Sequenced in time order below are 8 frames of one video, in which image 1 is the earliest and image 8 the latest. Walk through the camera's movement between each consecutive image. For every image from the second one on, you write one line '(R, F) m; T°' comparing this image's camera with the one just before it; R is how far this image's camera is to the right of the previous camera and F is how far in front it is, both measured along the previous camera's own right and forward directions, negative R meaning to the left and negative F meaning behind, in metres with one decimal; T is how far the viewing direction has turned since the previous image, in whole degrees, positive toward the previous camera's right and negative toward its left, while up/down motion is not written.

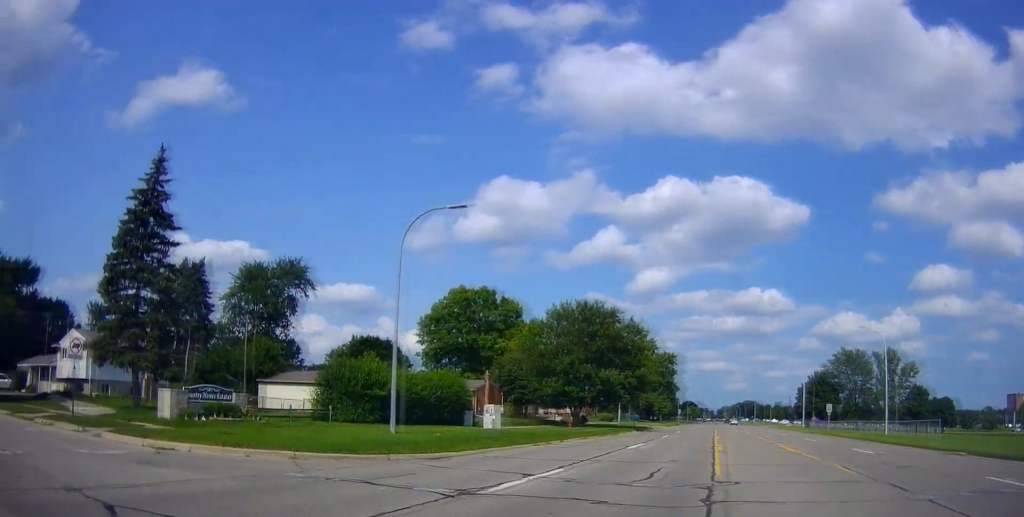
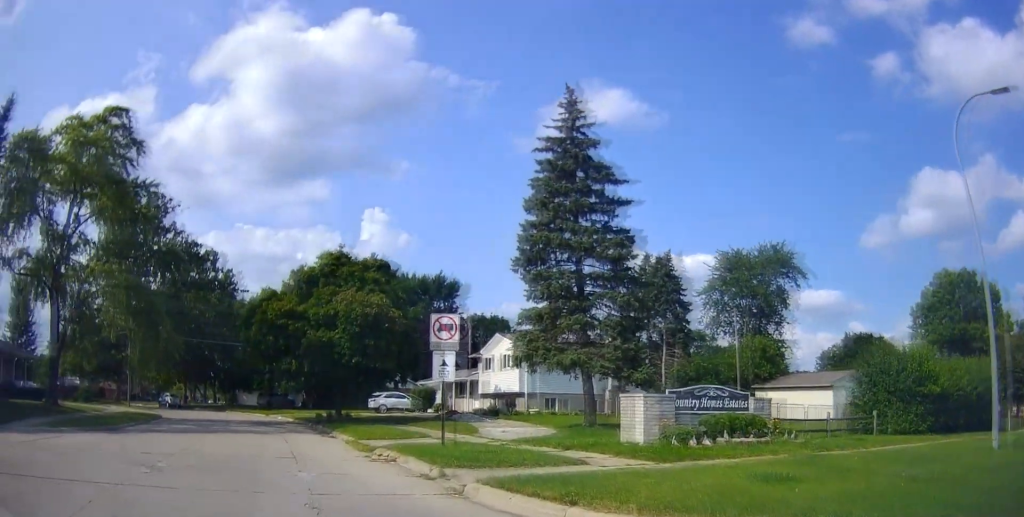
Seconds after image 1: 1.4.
(-2.5, +7.1) m; -44°
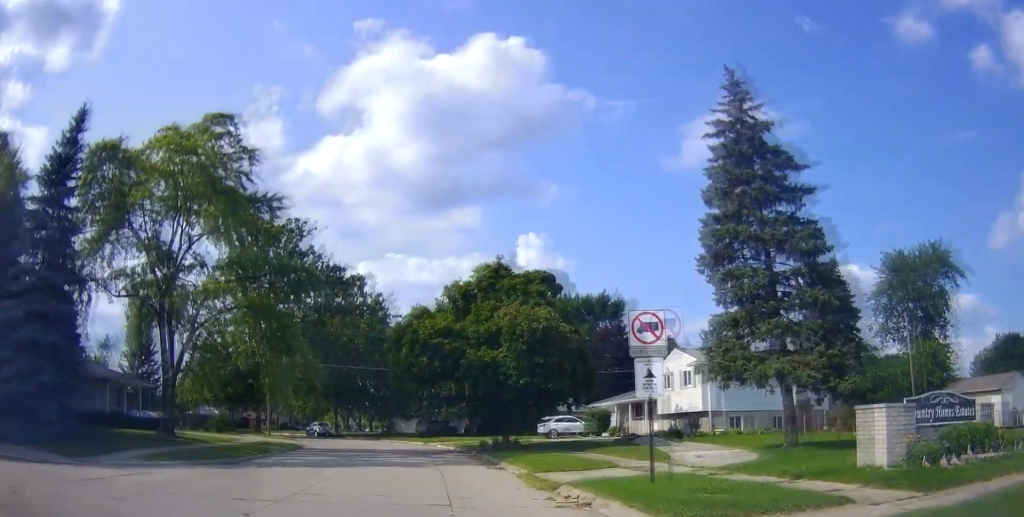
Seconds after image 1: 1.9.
(-0.6, +2.7) m; -8°
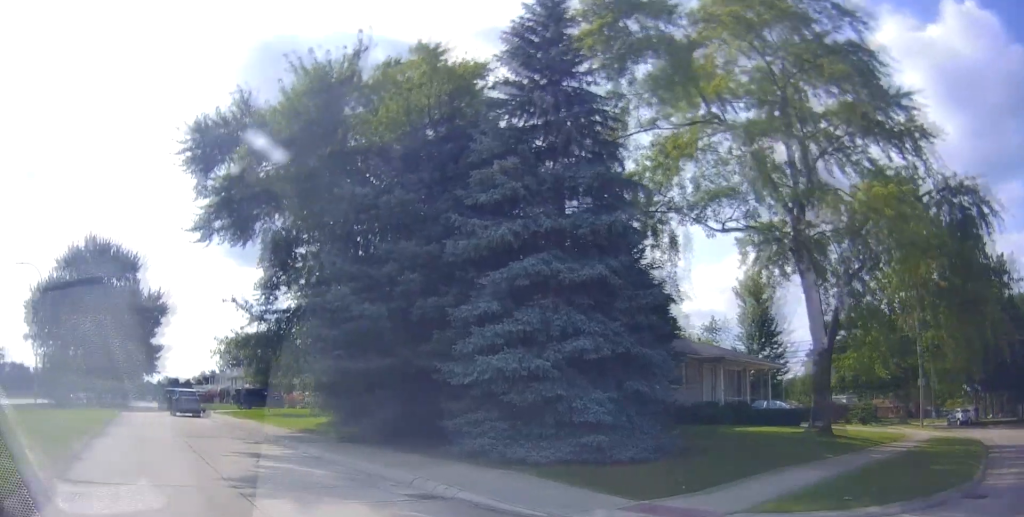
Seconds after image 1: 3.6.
(-2.6, +9.1) m; -49°
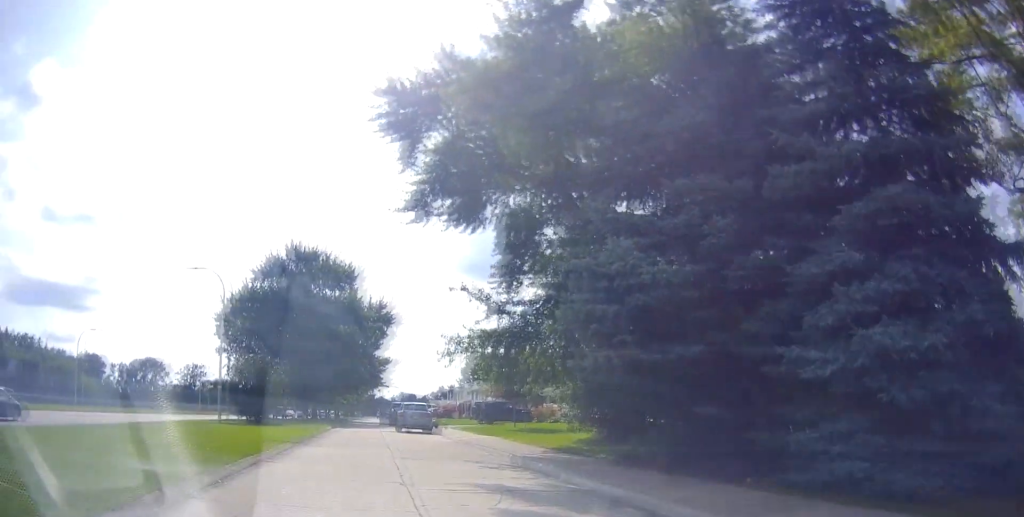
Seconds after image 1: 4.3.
(-1.6, +3.6) m; -29°
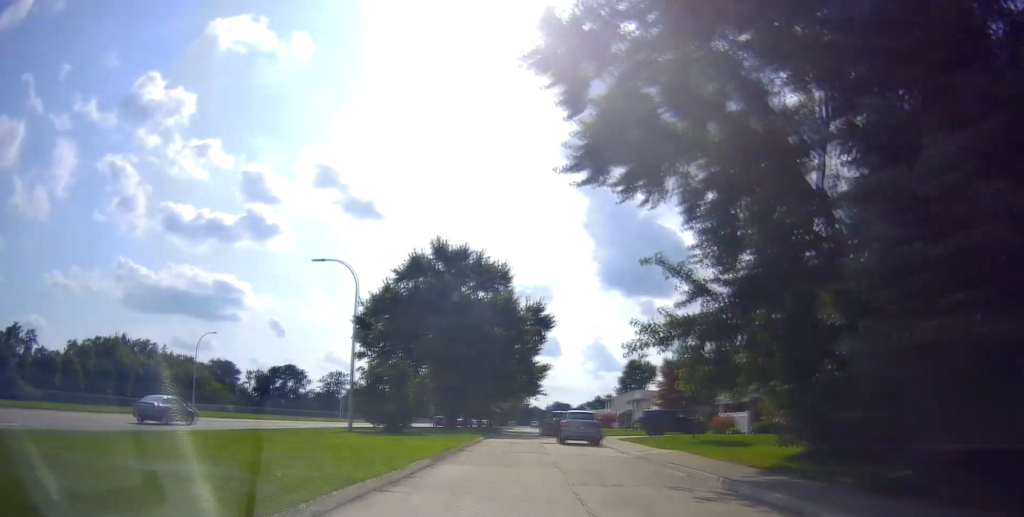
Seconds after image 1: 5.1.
(-0.7, +3.6) m; -11°
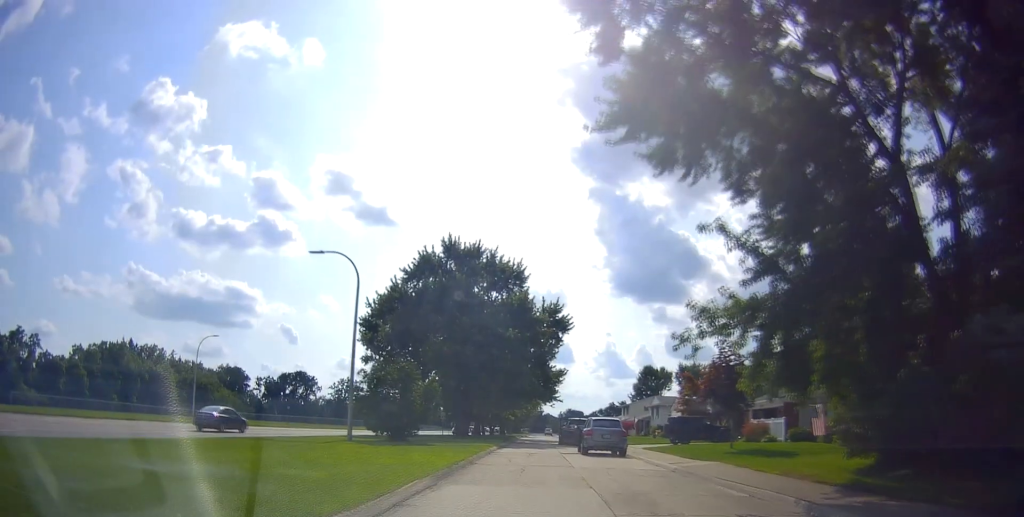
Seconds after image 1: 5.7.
(-0.2, +2.8) m; -4°
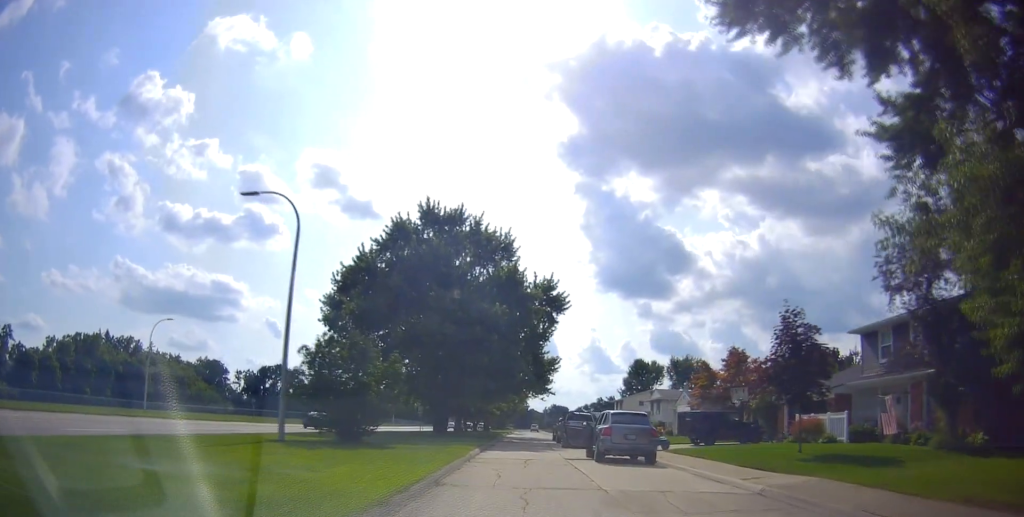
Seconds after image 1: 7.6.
(-0.4, +7.9) m; -10°
